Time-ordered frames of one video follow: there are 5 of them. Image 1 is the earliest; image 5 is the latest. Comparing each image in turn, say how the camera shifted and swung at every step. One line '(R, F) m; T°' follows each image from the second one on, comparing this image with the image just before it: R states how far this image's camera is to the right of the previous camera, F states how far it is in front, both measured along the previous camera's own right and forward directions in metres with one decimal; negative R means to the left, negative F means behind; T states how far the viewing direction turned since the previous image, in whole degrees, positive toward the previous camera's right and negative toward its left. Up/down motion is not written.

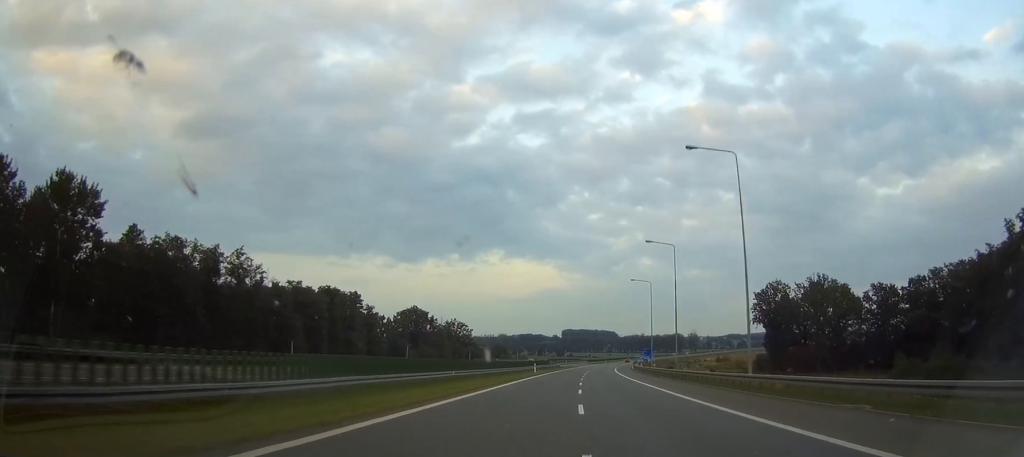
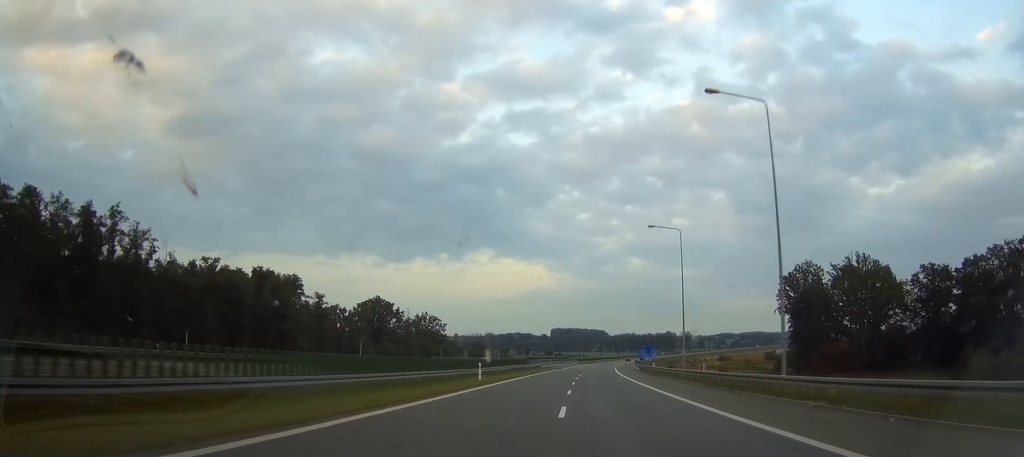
(0.0, +37.4) m; 0°
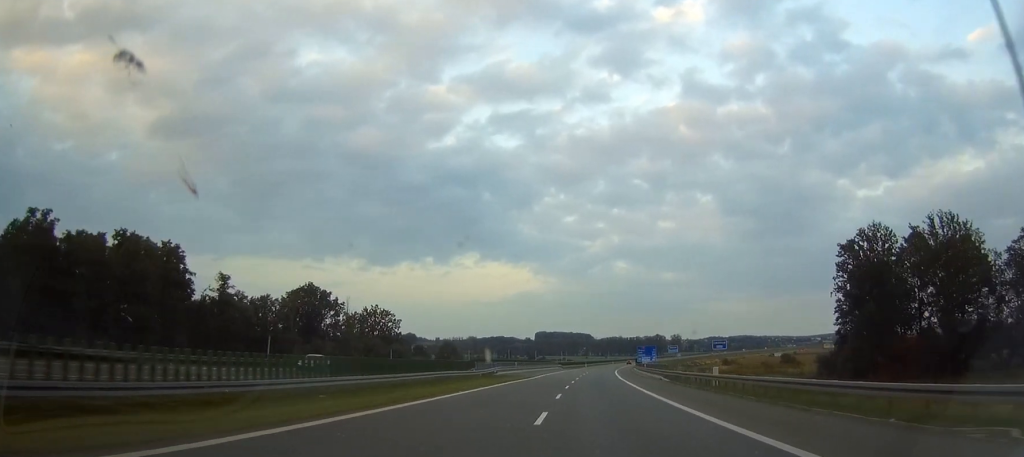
(0.0, +49.3) m; 0°
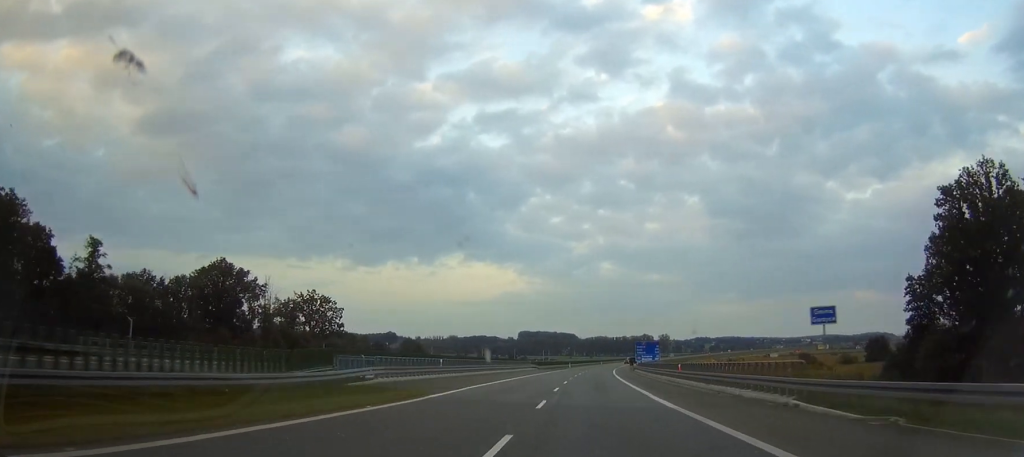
(0.0, +43.2) m; 0°
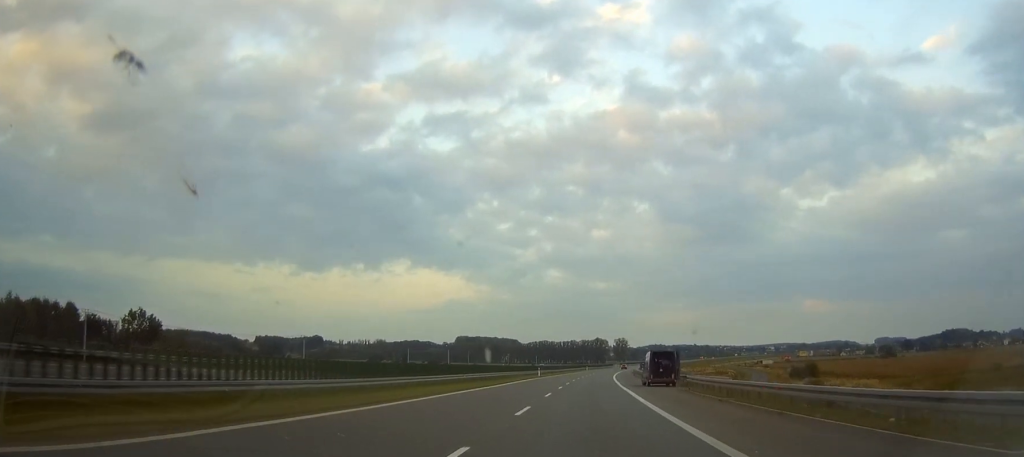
(-0.1, +160.8) m; 0°
